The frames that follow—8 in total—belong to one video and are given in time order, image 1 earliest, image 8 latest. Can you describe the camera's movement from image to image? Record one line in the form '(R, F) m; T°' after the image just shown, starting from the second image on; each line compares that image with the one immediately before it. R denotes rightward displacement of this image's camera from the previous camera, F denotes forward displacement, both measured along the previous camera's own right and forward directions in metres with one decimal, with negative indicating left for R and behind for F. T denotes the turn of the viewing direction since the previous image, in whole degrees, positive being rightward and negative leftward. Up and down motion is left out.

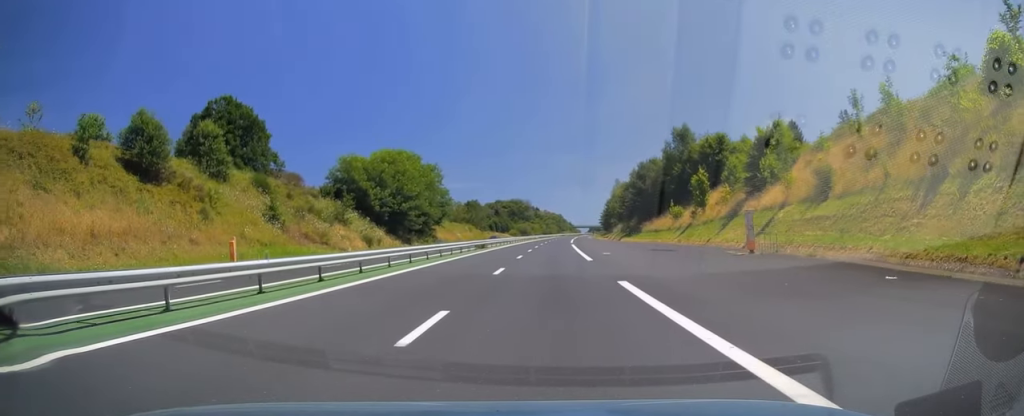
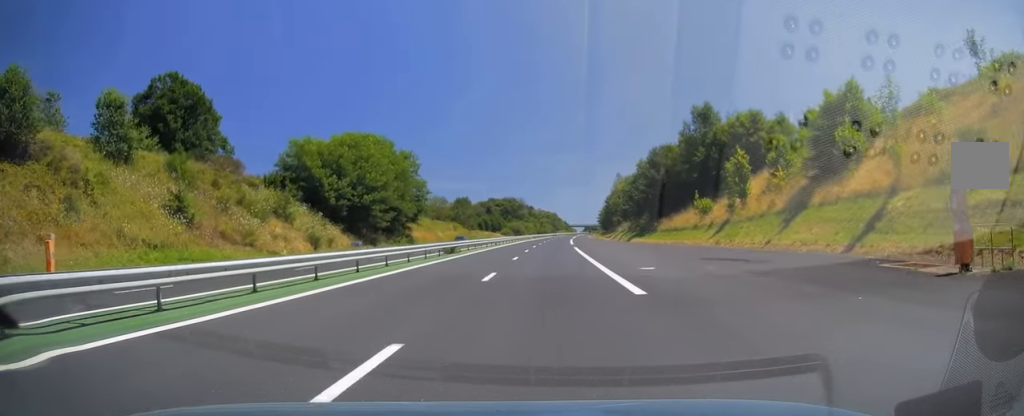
(0.0, +16.3) m; 0°
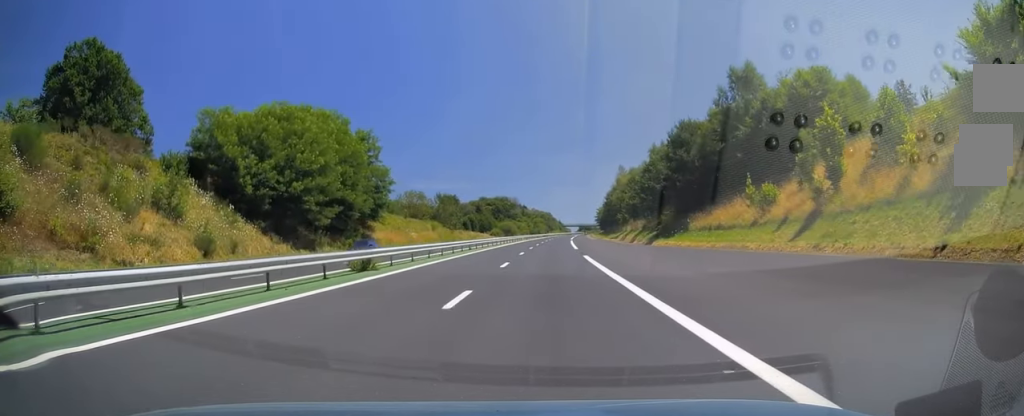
(0.0, +19.2) m; +1°
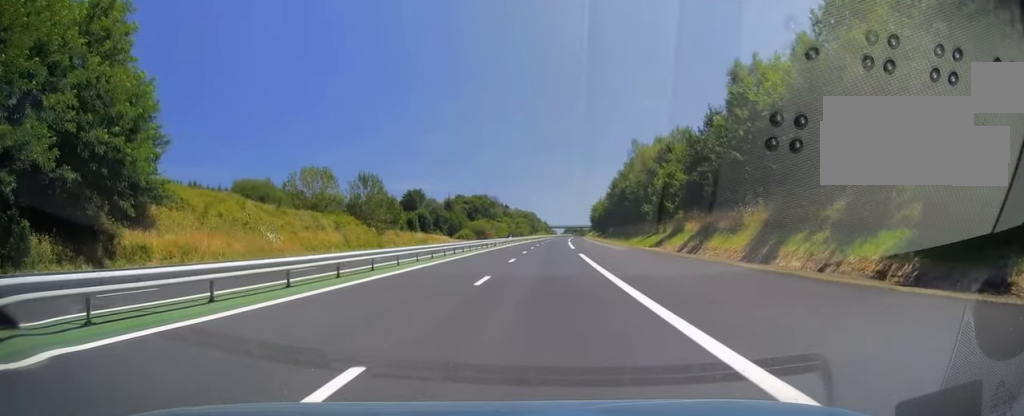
(+0.8, +46.7) m; +2°
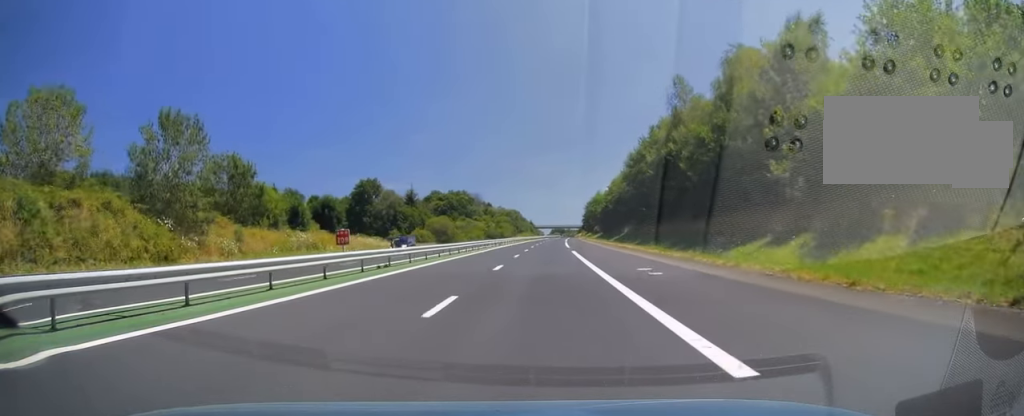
(+0.6, +44.7) m; +1°
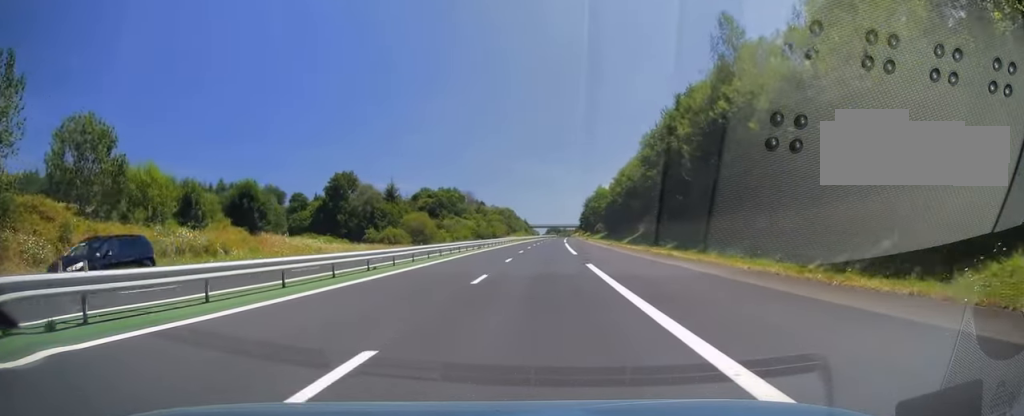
(+0.1, +19.1) m; +1°
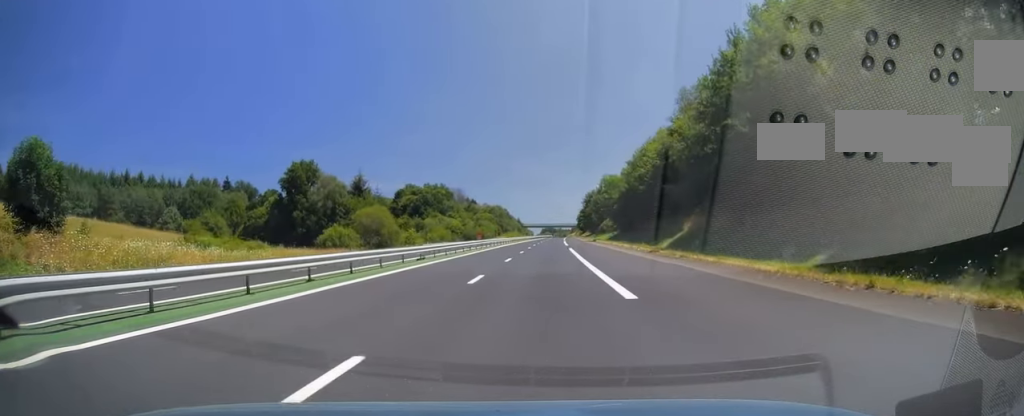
(+0.2, +26.0) m; +1°
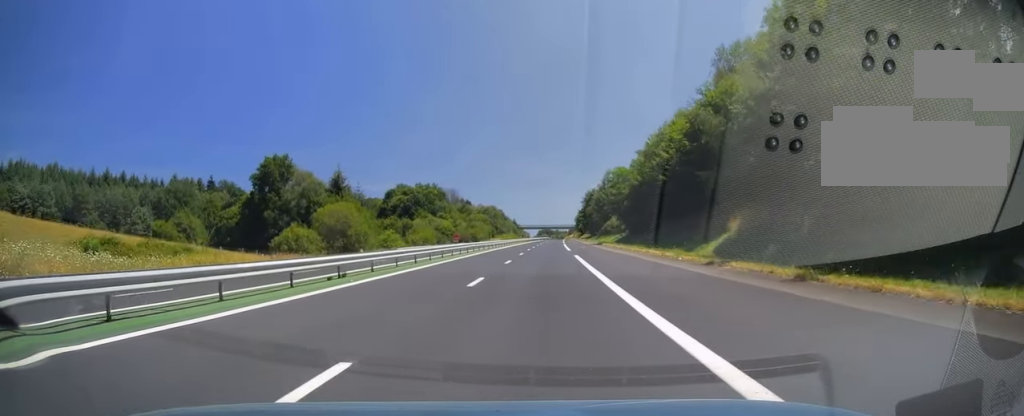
(0.0, +13.3) m; 0°
